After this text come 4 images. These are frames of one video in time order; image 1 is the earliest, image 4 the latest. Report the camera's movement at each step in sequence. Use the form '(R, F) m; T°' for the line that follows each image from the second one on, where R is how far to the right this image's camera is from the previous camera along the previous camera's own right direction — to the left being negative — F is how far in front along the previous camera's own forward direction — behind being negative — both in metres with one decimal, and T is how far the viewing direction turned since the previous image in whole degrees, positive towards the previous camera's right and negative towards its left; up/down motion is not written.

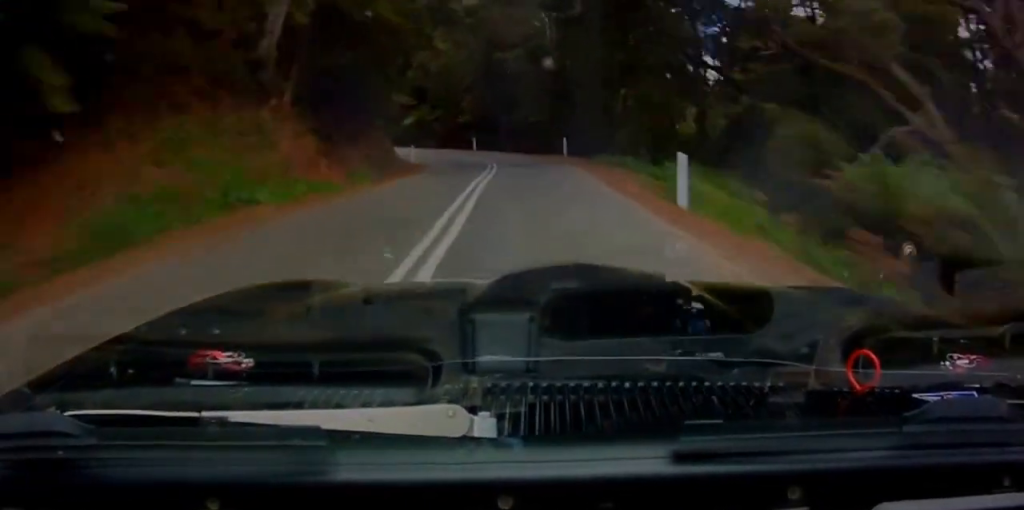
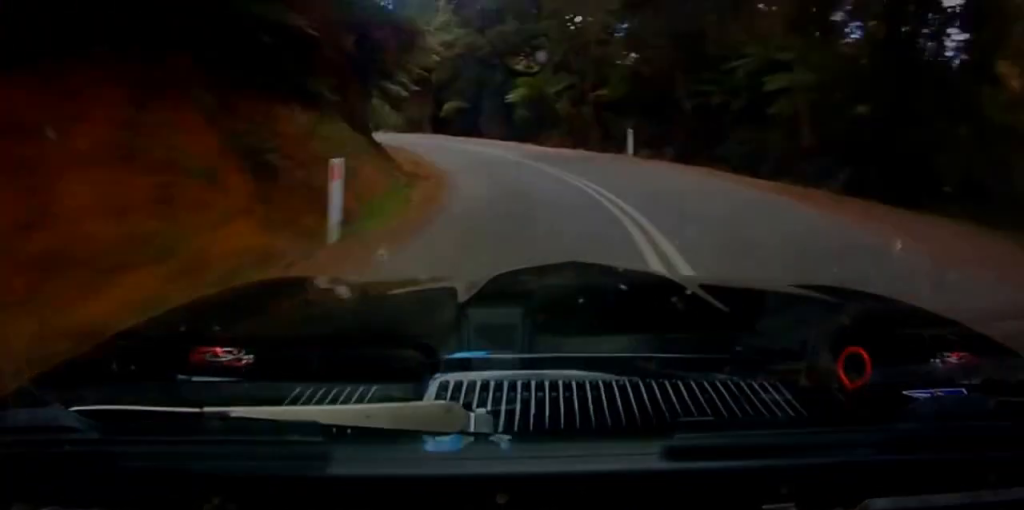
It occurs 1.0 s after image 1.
(-3.0, +16.6) m; -25°
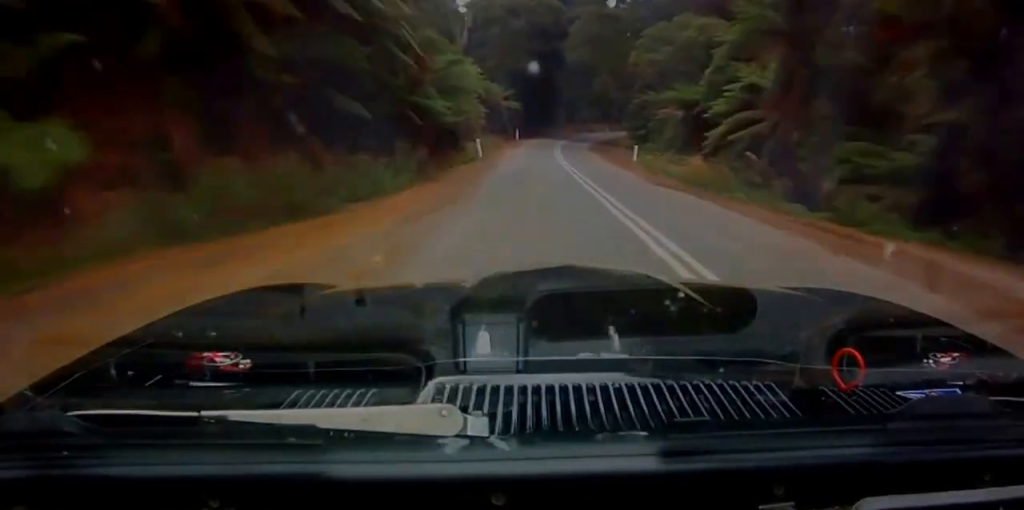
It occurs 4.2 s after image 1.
(-46.8, +69.8) m; -50°
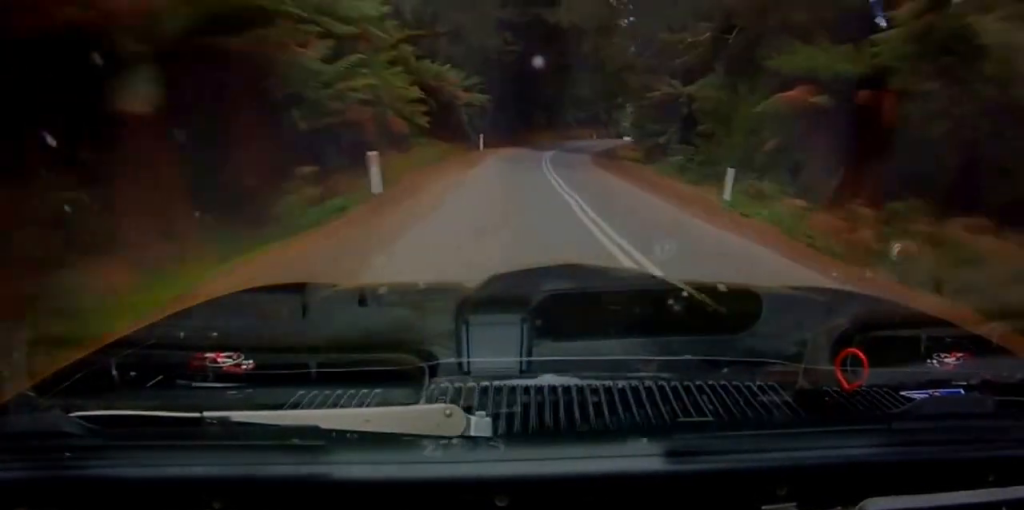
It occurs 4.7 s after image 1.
(-0.2, +20.4) m; 0°
